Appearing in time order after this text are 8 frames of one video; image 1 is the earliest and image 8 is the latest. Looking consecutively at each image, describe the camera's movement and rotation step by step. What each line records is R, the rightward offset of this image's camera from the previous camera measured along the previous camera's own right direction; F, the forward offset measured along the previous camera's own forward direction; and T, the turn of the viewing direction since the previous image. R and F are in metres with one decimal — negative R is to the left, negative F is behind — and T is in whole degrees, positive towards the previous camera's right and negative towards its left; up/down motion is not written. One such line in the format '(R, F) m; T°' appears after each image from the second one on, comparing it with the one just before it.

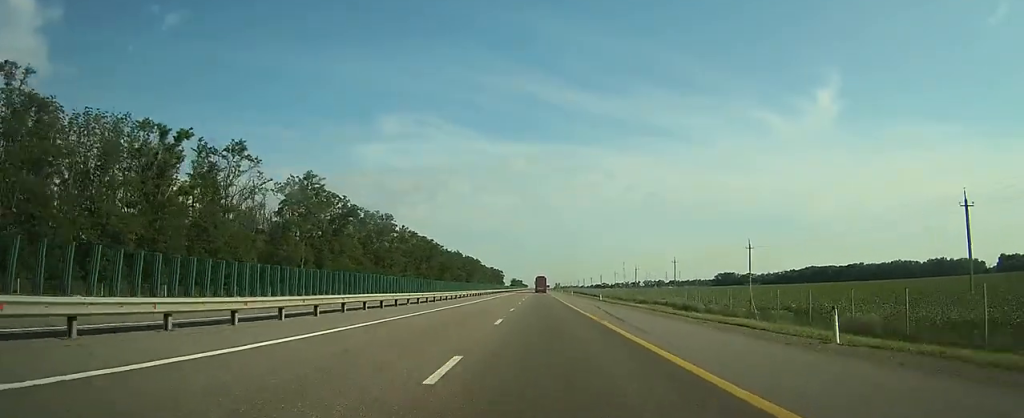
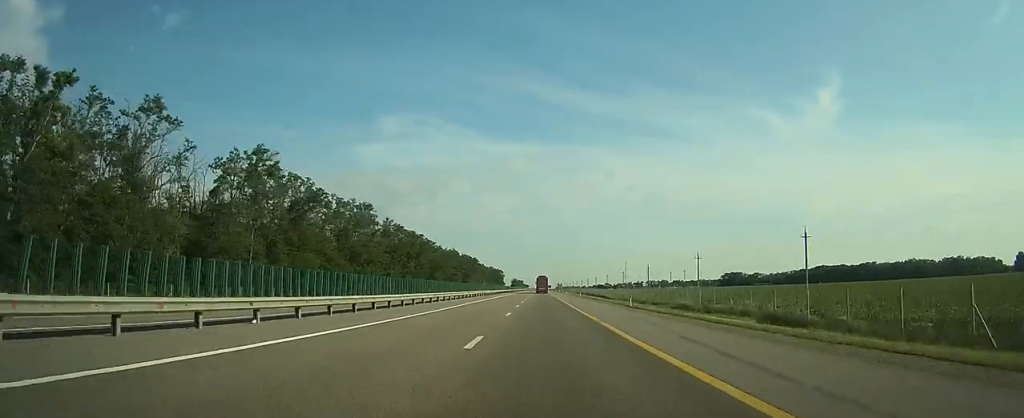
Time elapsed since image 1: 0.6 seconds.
(0.0, +19.6) m; 0°
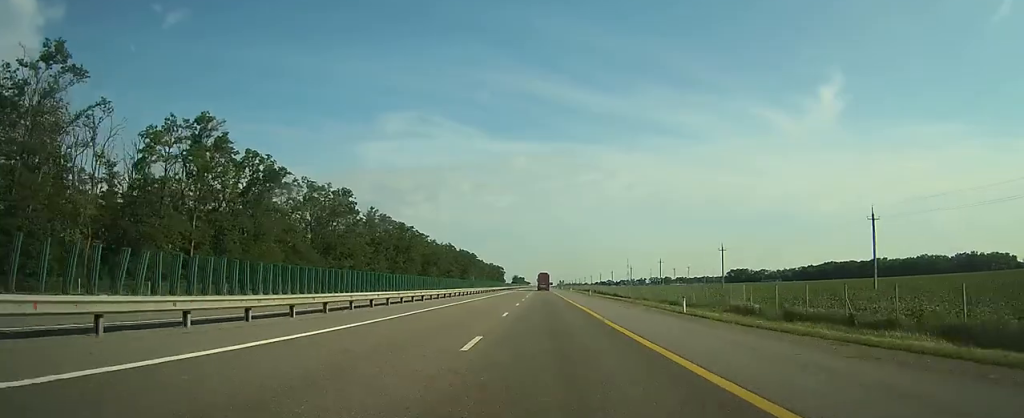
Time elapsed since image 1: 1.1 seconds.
(0.0, +15.5) m; 0°
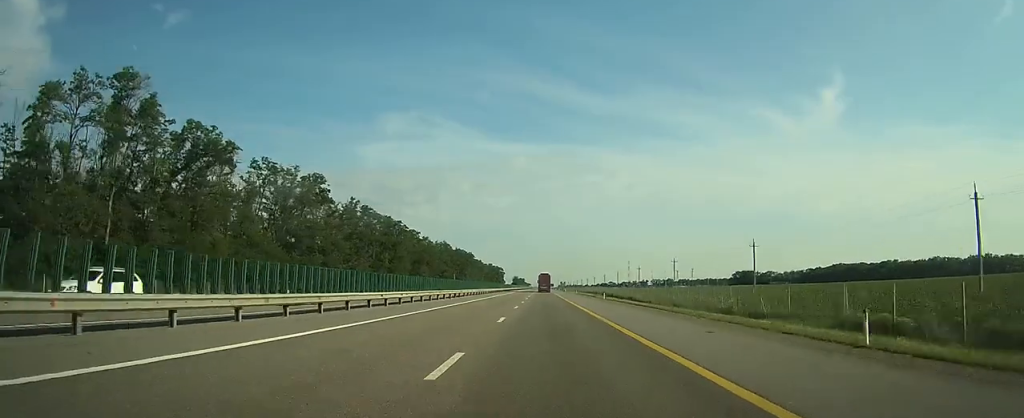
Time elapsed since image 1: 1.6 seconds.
(0.0, +15.5) m; 0°
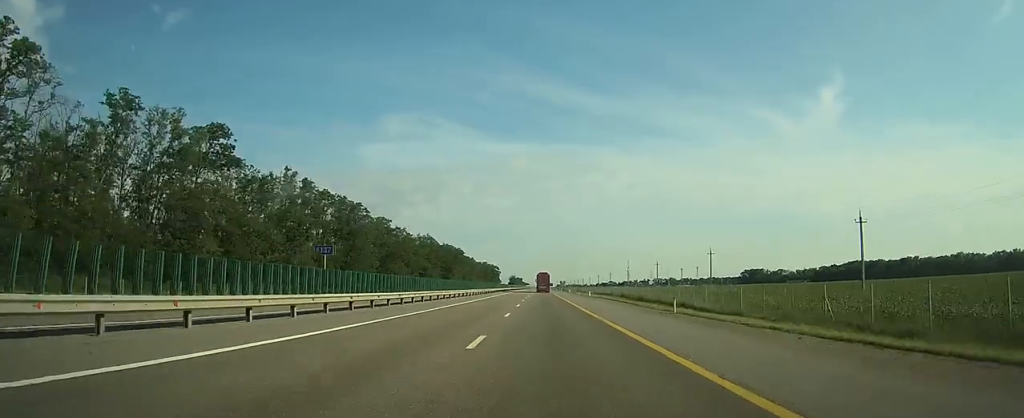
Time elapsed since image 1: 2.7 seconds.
(+0.1, +32.2) m; 0°
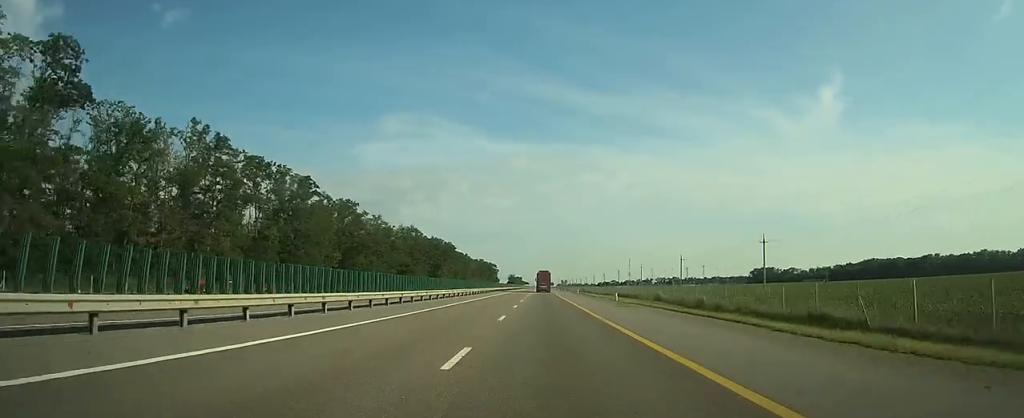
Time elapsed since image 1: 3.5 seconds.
(0.0, +27.1) m; 0°
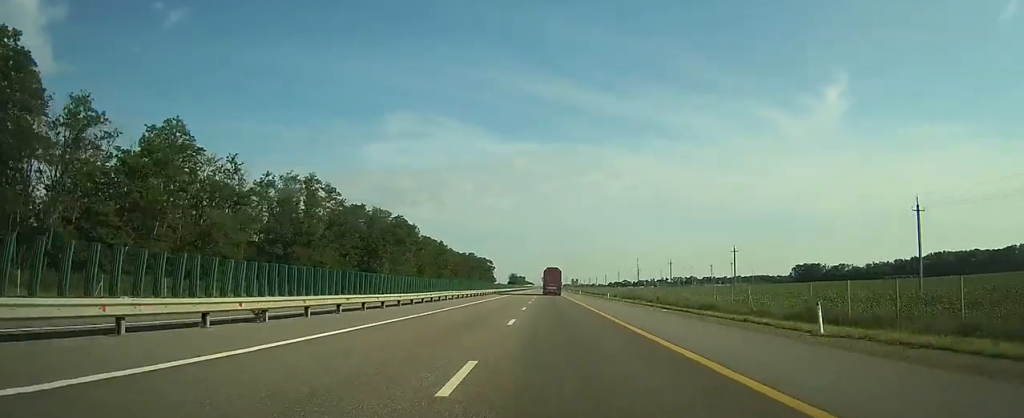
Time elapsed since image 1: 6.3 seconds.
(0.0, +86.9) m; 0°
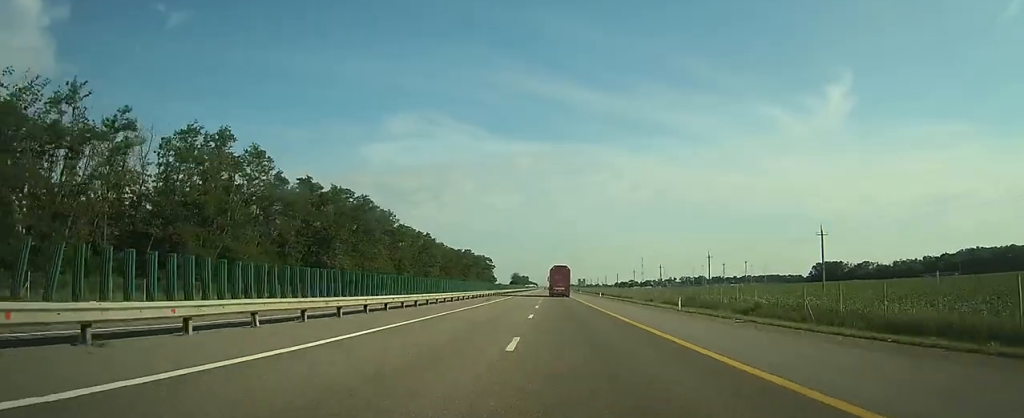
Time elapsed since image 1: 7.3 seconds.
(-0.1, +31.5) m; -1°
